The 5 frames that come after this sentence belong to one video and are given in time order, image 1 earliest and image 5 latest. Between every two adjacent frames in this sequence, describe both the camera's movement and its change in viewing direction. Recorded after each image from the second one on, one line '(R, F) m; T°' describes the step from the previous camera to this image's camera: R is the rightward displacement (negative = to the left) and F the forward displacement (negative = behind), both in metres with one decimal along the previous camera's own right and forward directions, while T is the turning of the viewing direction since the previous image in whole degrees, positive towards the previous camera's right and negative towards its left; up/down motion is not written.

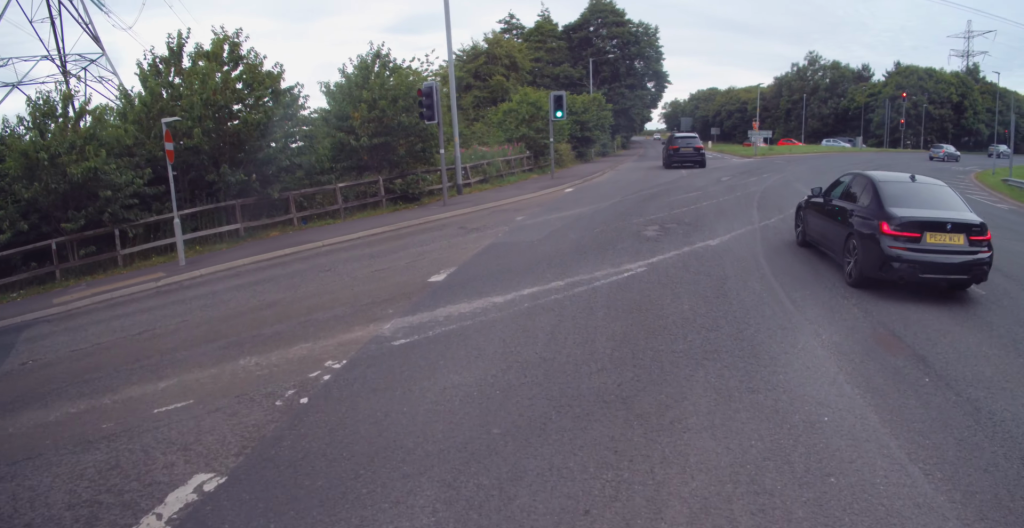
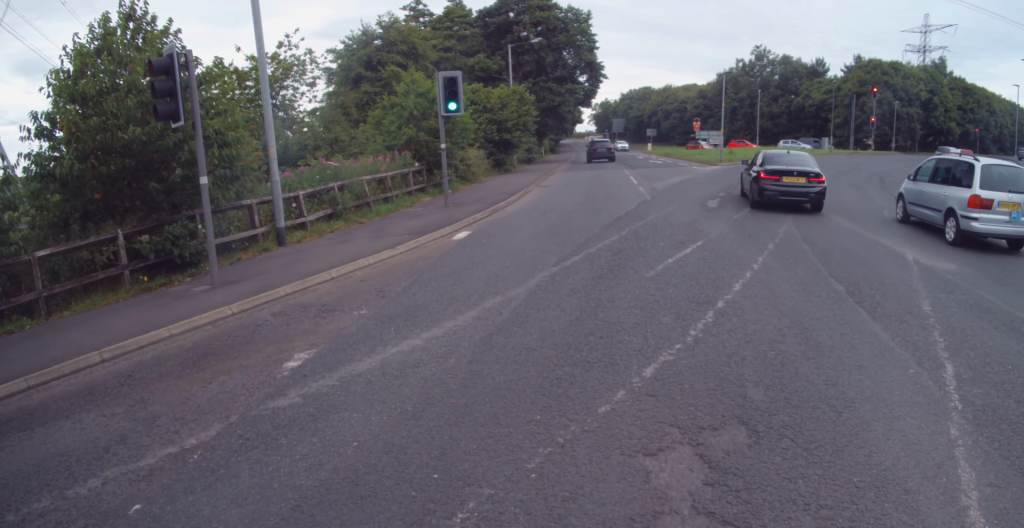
(+0.2, +9.1) m; -1°
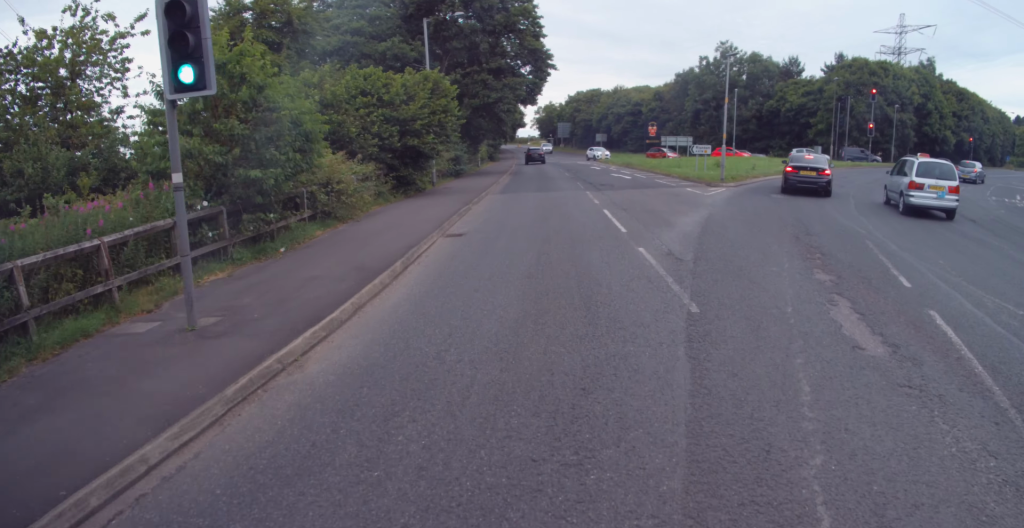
(+0.5, +11.6) m; +5°
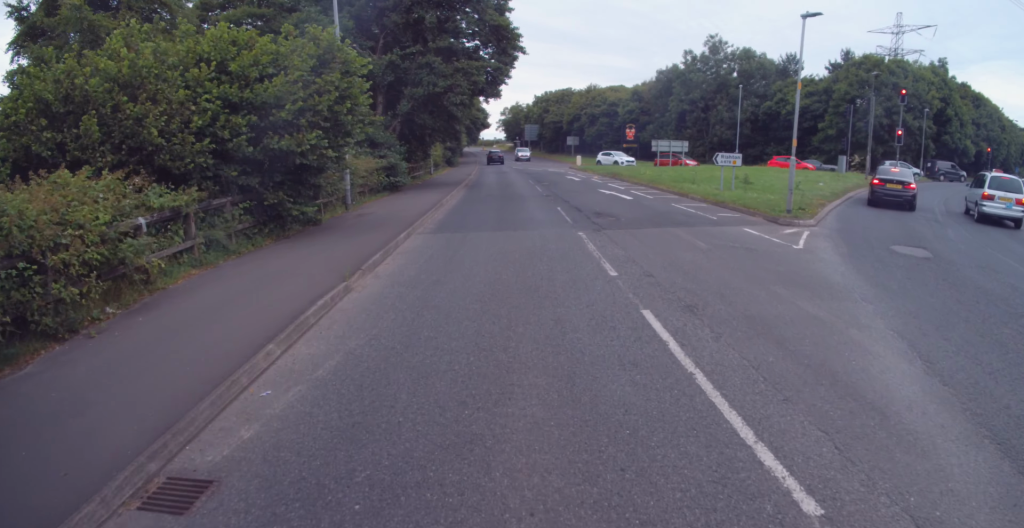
(0.0, +9.5) m; -1°
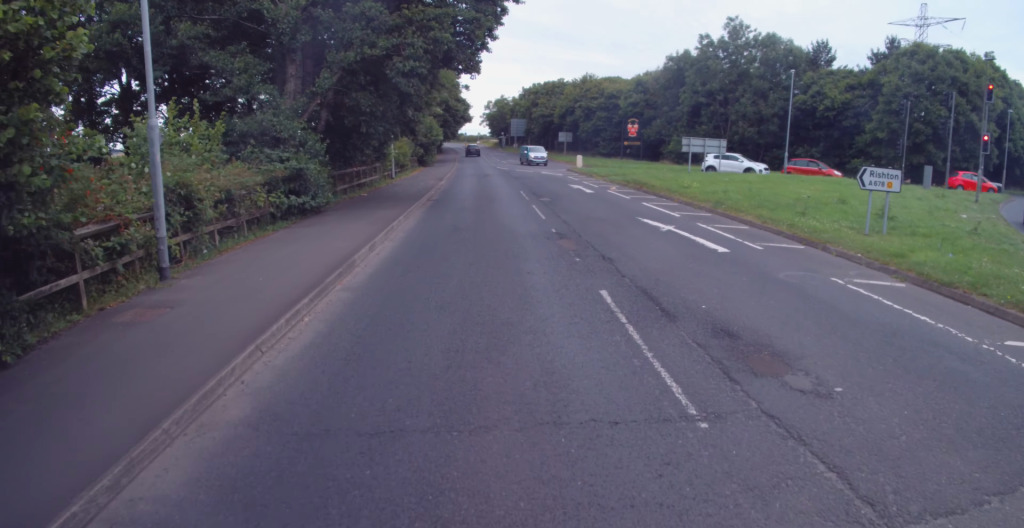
(0.0, +11.1) m; 0°
